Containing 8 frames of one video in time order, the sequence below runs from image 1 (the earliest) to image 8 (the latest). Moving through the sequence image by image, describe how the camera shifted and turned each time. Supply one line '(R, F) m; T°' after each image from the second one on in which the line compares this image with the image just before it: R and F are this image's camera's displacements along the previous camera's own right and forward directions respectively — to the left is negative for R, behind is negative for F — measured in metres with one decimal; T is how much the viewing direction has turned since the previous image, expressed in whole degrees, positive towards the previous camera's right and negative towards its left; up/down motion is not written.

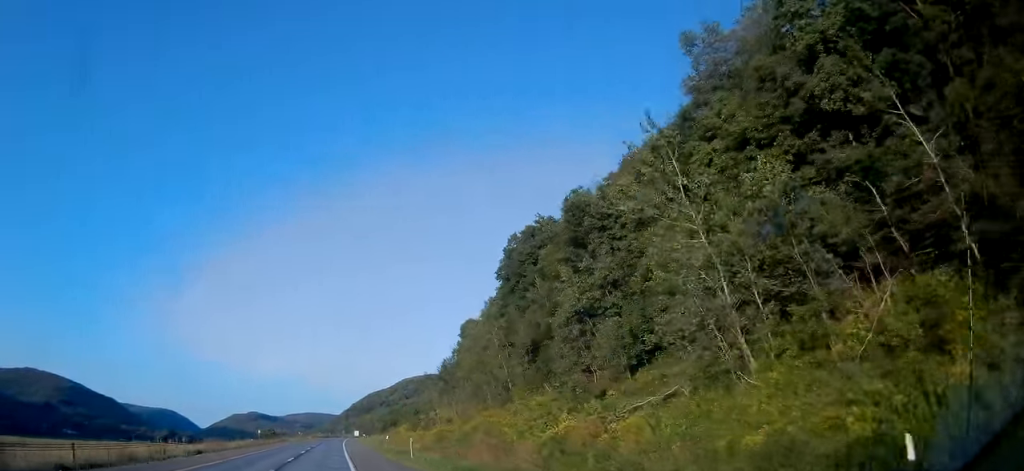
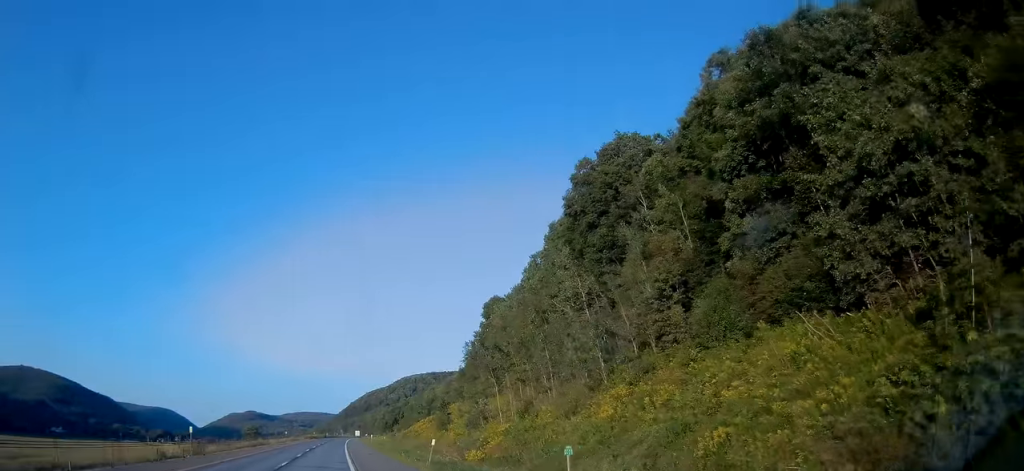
(0.0, +28.5) m; 0°
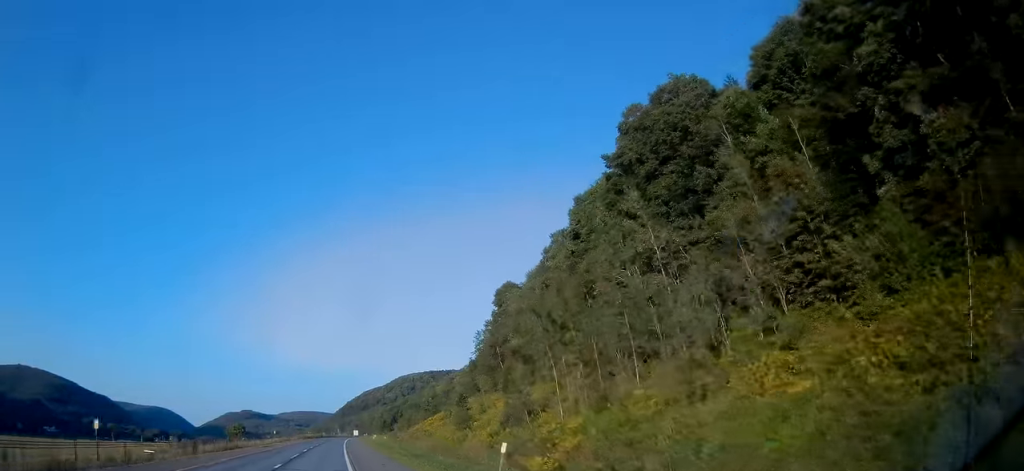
(0.0, +12.9) m; 0°
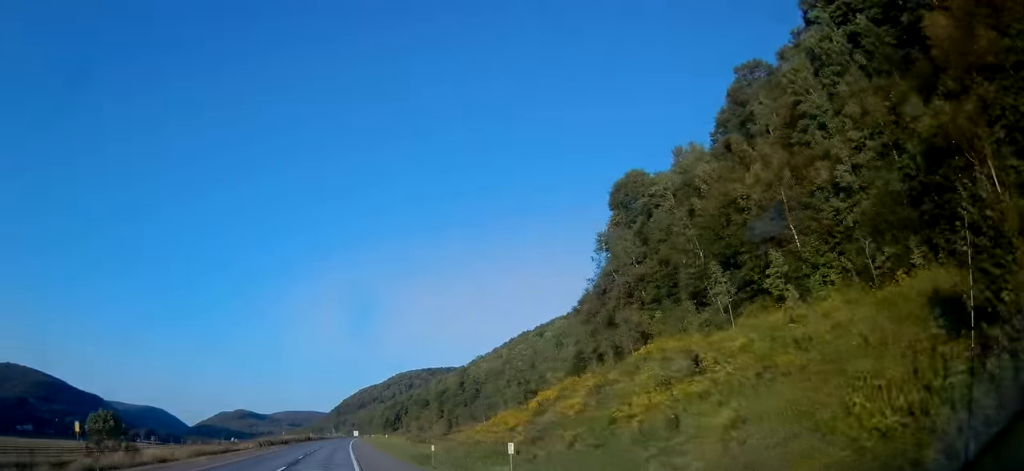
(+0.3, +57.7) m; +1°
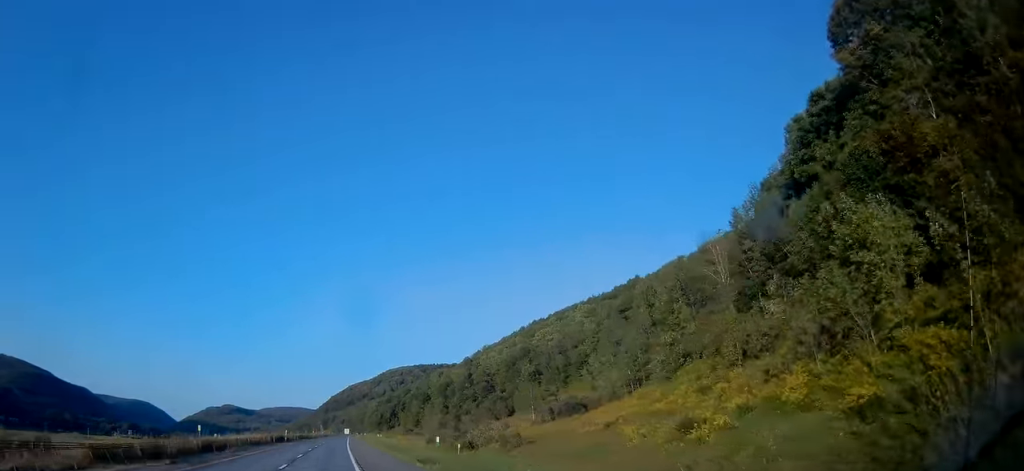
(+0.7, +48.0) m; +2°
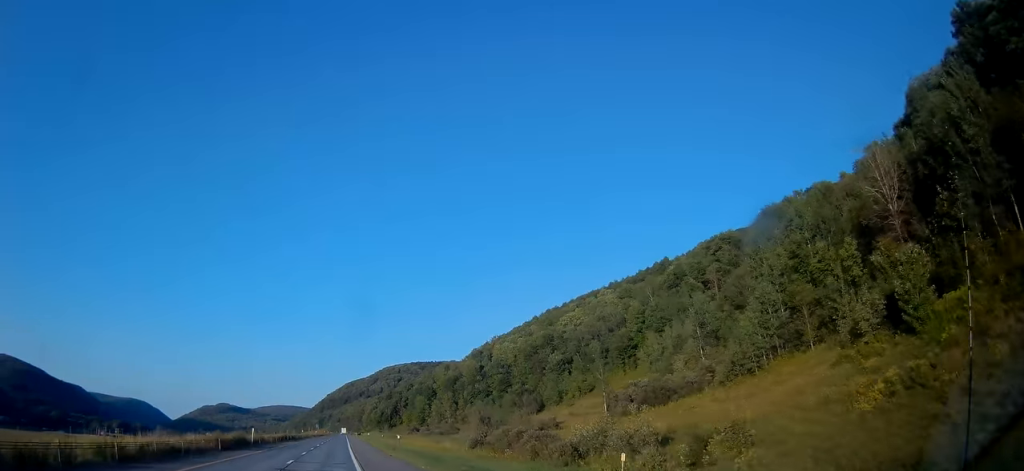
(+0.1, +29.5) m; 0°
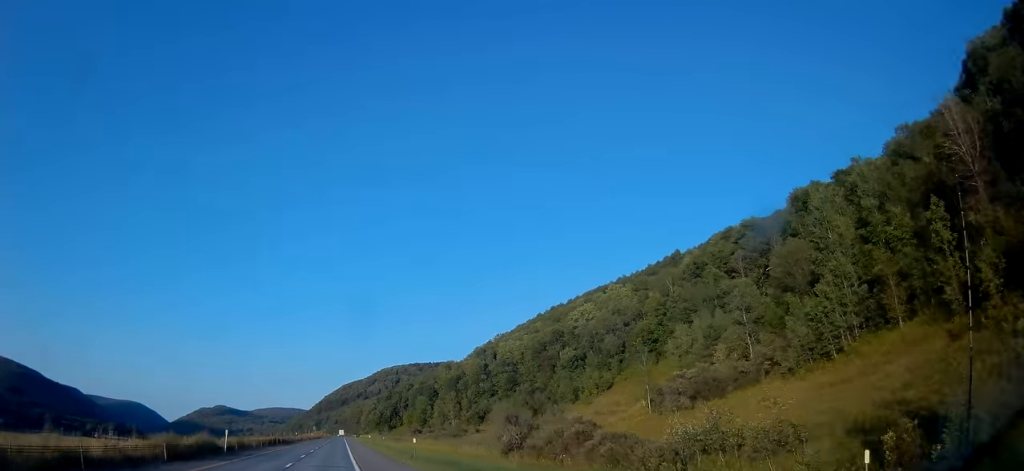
(-0.1, +11.6) m; 0°
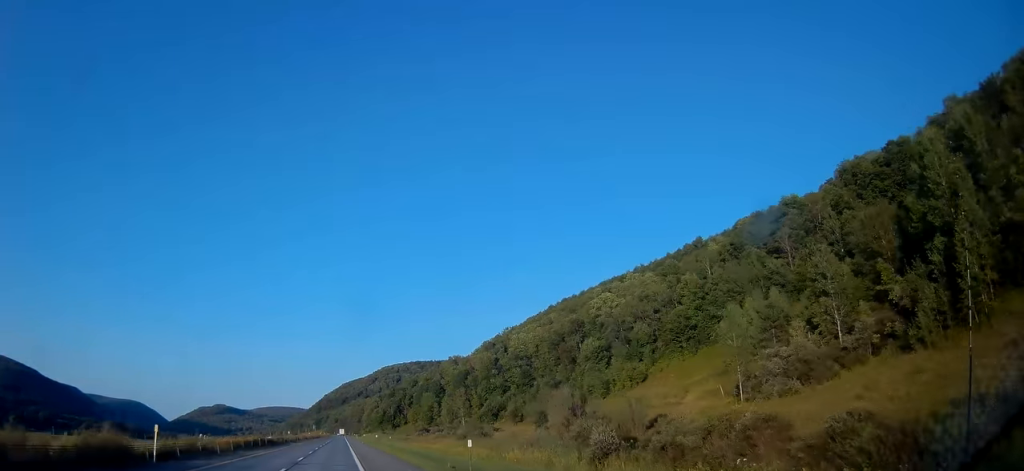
(-0.1, +16.3) m; 0°
